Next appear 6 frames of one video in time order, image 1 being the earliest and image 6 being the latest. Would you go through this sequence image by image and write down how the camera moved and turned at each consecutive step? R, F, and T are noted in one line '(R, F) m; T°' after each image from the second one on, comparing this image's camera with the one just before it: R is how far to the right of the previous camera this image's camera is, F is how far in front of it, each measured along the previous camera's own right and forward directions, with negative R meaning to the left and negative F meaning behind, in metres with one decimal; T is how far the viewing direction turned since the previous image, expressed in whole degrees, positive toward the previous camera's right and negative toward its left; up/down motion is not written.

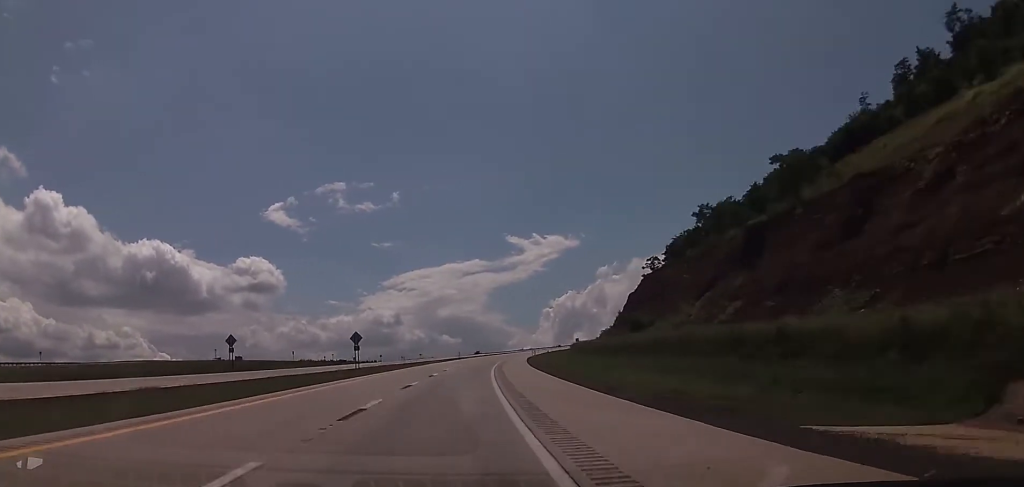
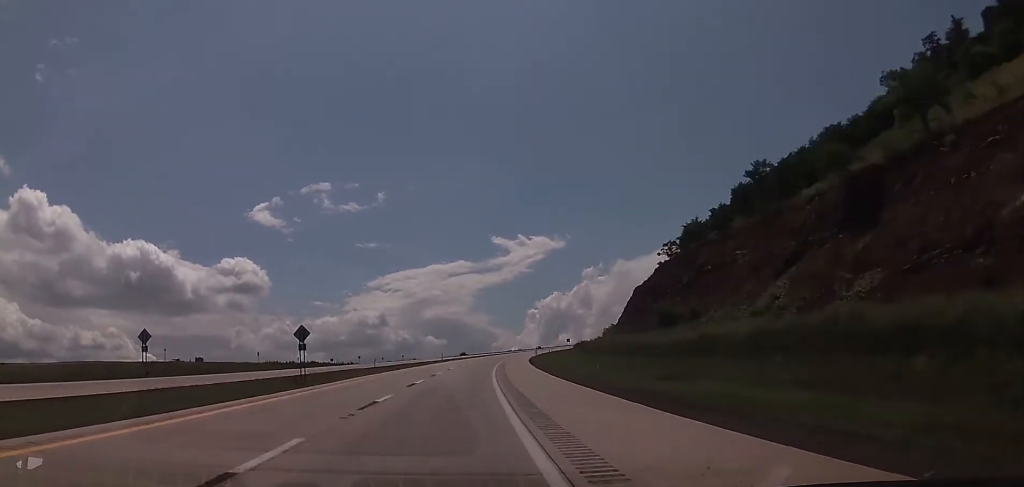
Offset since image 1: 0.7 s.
(-0.1, +22.0) m; +1°
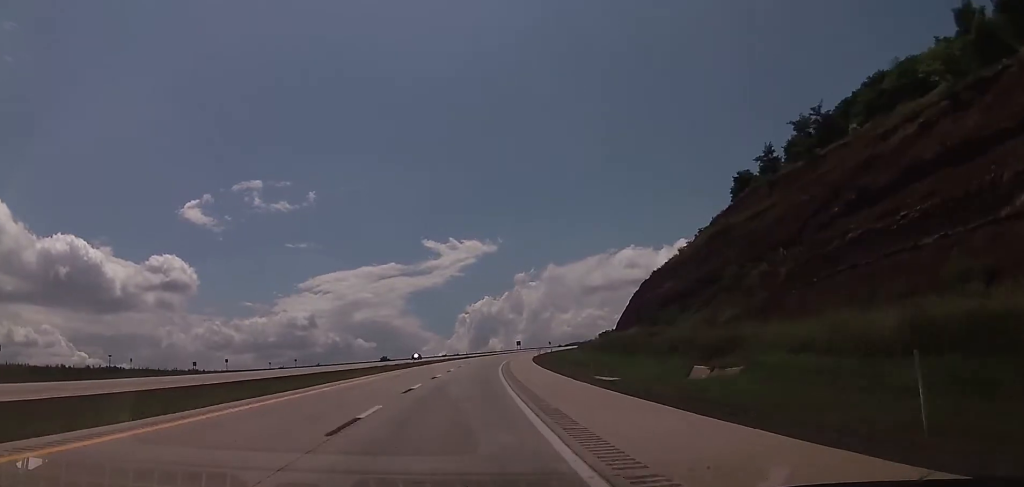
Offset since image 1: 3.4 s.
(+4.6, +89.9) m; +6°
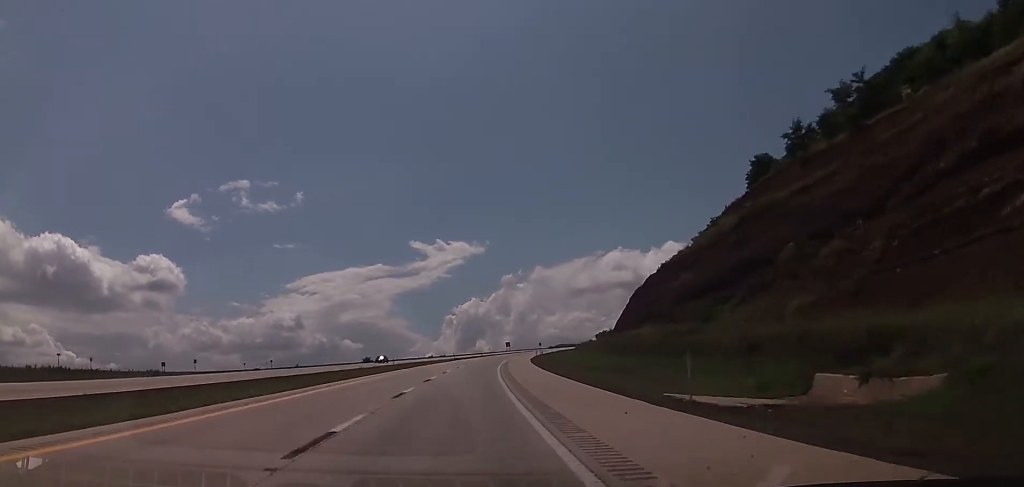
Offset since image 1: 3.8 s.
(-0.1, +14.3) m; +1°
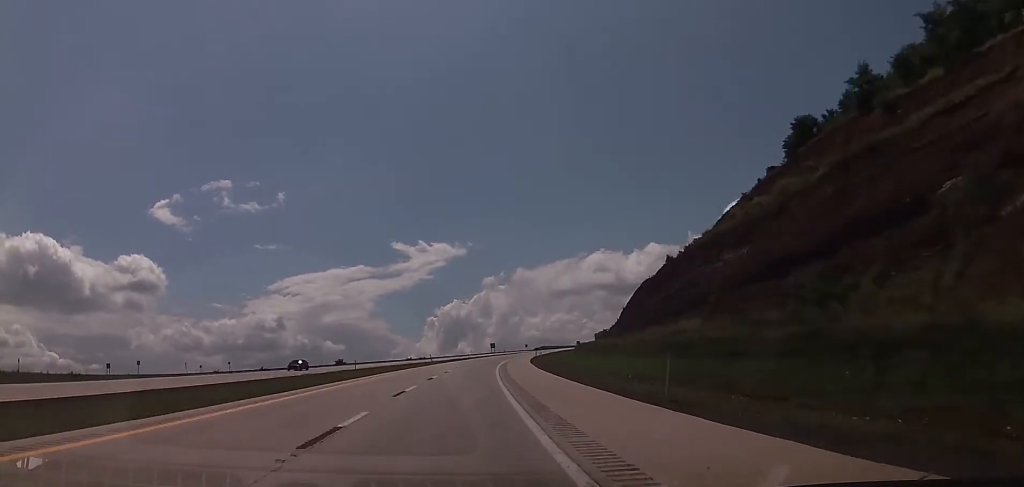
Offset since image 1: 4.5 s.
(+0.4, +23.1) m; +1°
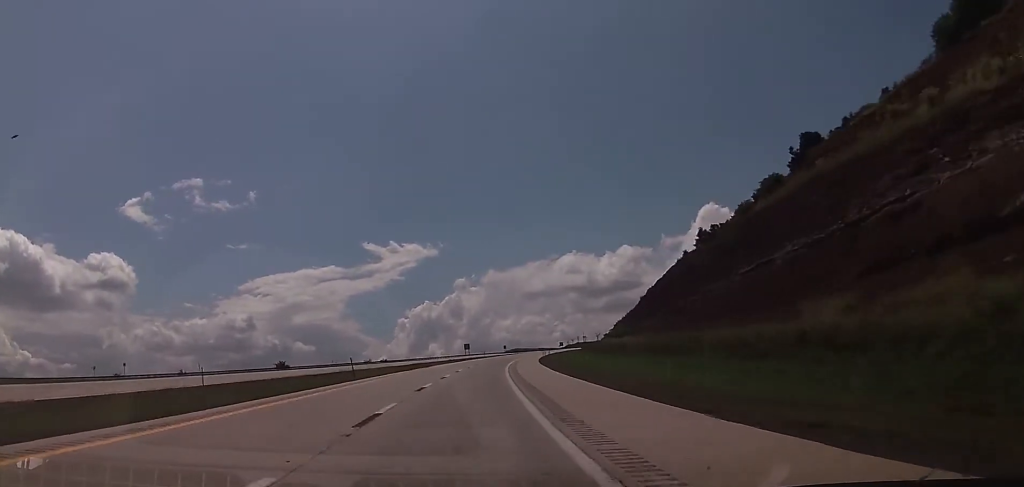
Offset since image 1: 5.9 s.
(+1.0, +46.1) m; +4°
